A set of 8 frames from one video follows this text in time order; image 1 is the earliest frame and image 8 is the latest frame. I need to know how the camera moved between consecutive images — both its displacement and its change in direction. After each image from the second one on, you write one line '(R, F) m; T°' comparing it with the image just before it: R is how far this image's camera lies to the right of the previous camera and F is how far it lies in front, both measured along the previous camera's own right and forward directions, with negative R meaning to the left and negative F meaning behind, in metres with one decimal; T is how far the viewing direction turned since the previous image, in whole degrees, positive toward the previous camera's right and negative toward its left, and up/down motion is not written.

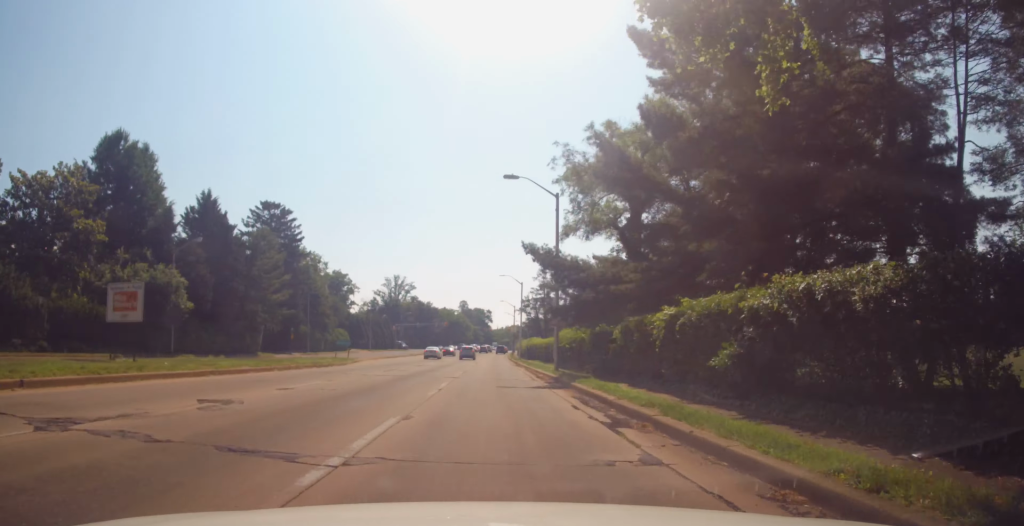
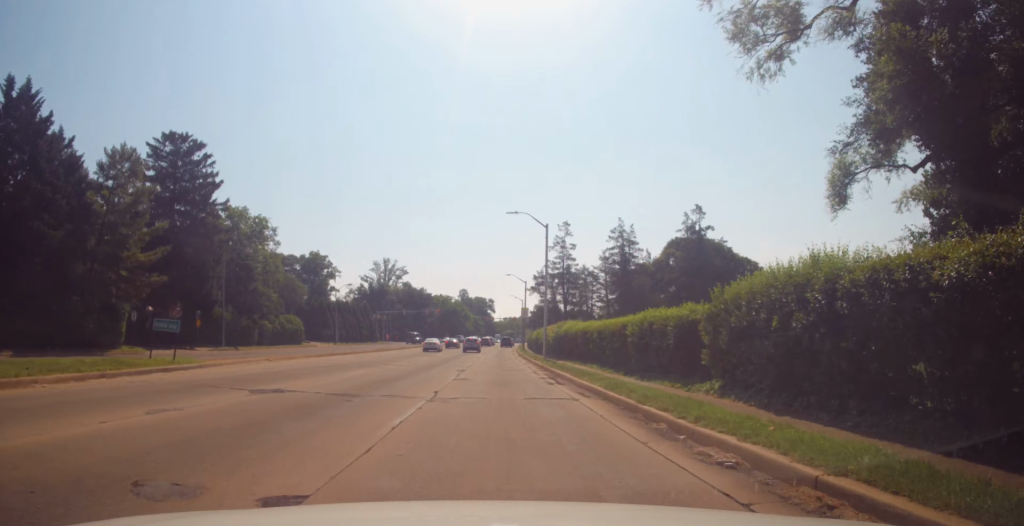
(-0.2, +29.9) m; 0°
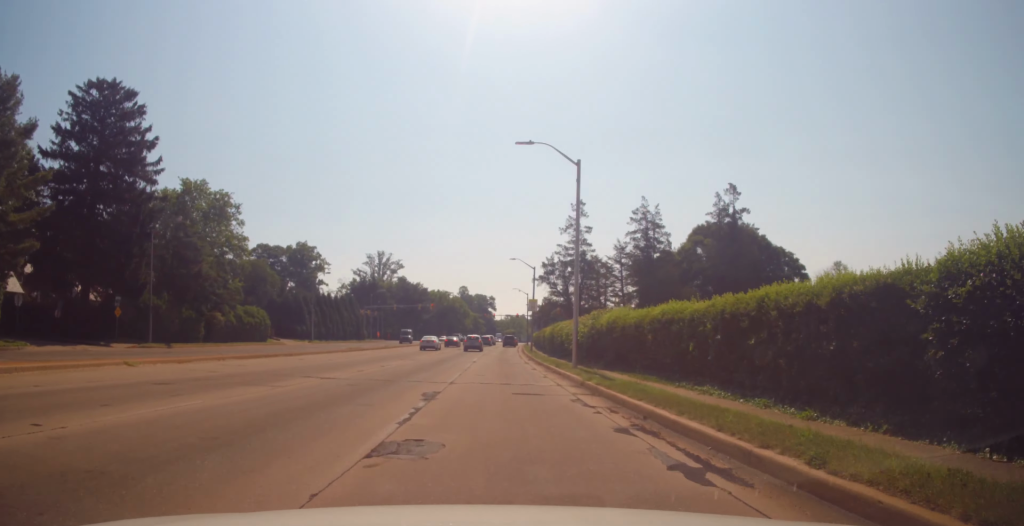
(+0.2, +13.8) m; +2°
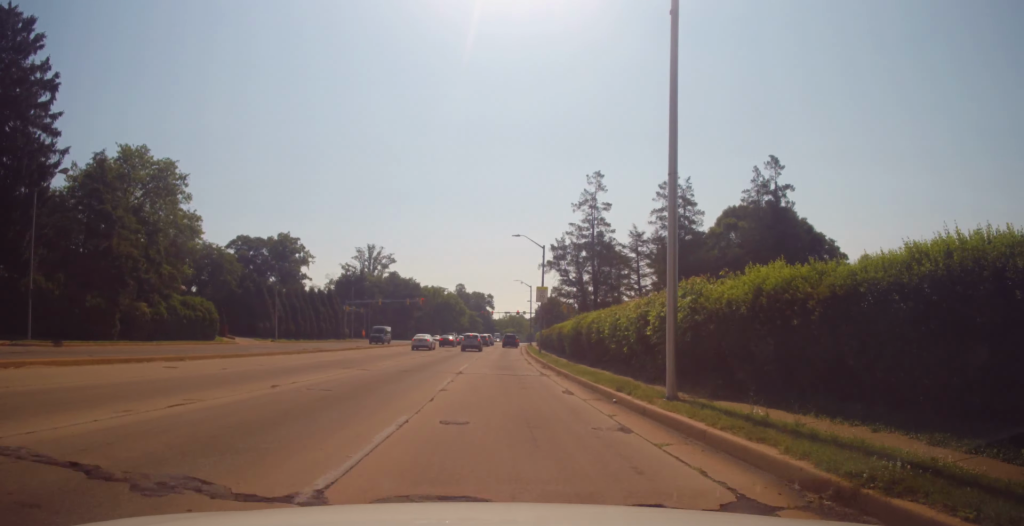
(+0.2, +13.6) m; 0°
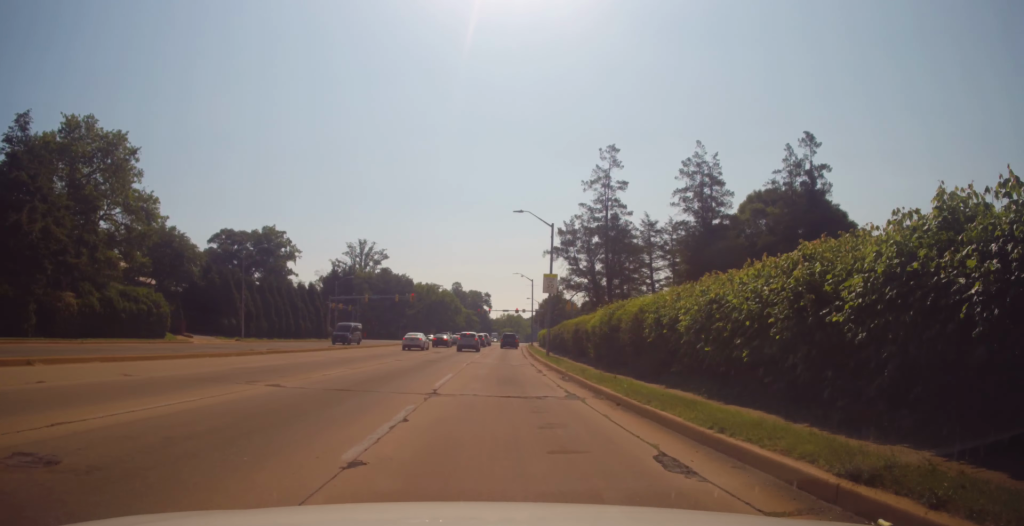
(0.0, +9.2) m; -1°
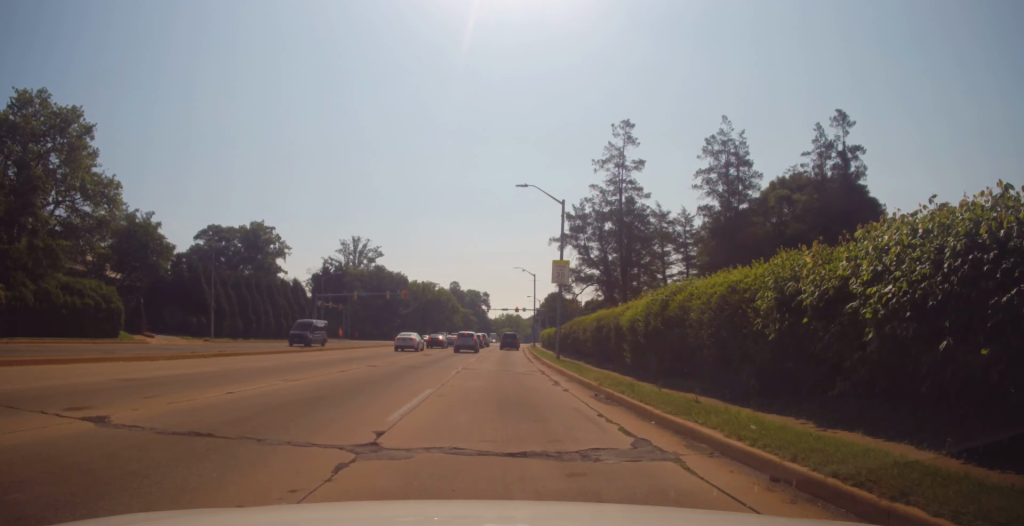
(-0.3, +6.8) m; 0°
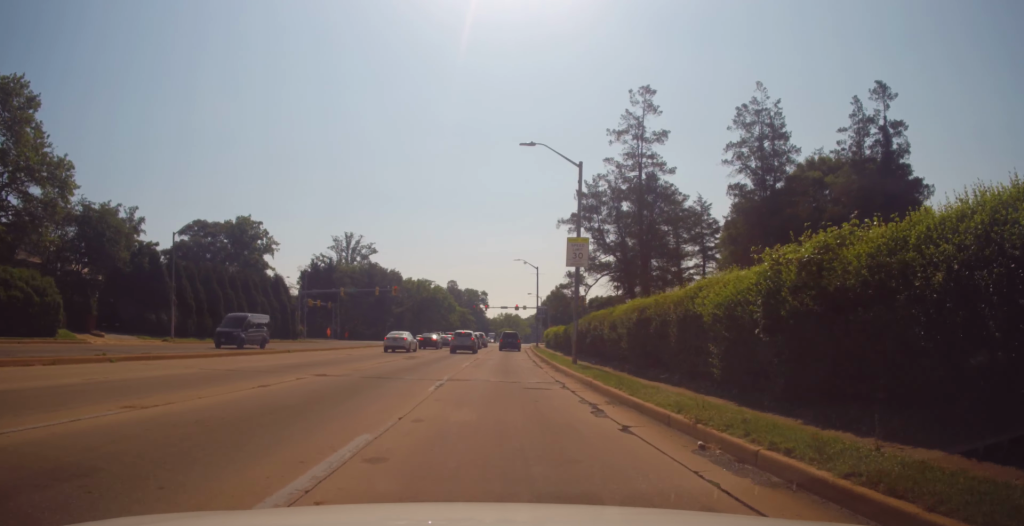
(0.0, +7.1) m; 0°
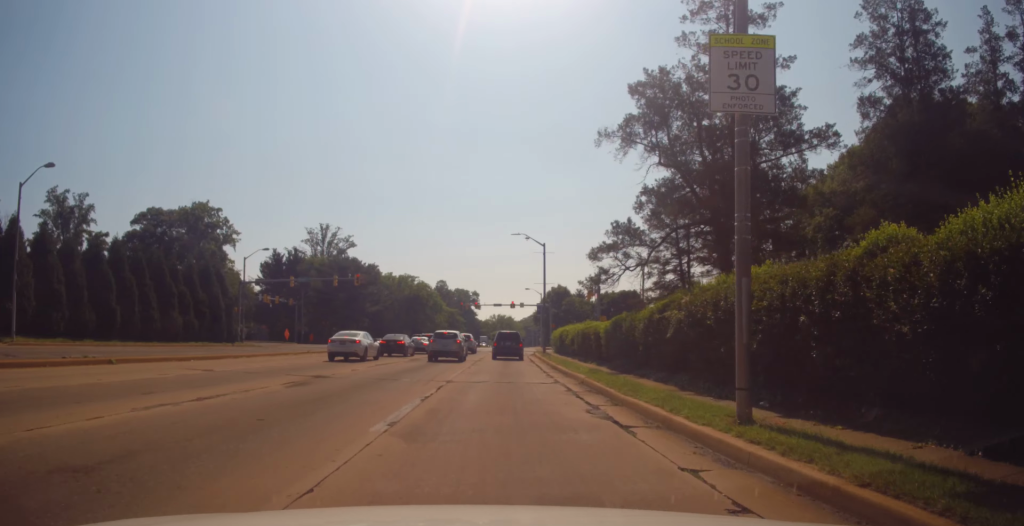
(0.0, +17.8) m; +1°
